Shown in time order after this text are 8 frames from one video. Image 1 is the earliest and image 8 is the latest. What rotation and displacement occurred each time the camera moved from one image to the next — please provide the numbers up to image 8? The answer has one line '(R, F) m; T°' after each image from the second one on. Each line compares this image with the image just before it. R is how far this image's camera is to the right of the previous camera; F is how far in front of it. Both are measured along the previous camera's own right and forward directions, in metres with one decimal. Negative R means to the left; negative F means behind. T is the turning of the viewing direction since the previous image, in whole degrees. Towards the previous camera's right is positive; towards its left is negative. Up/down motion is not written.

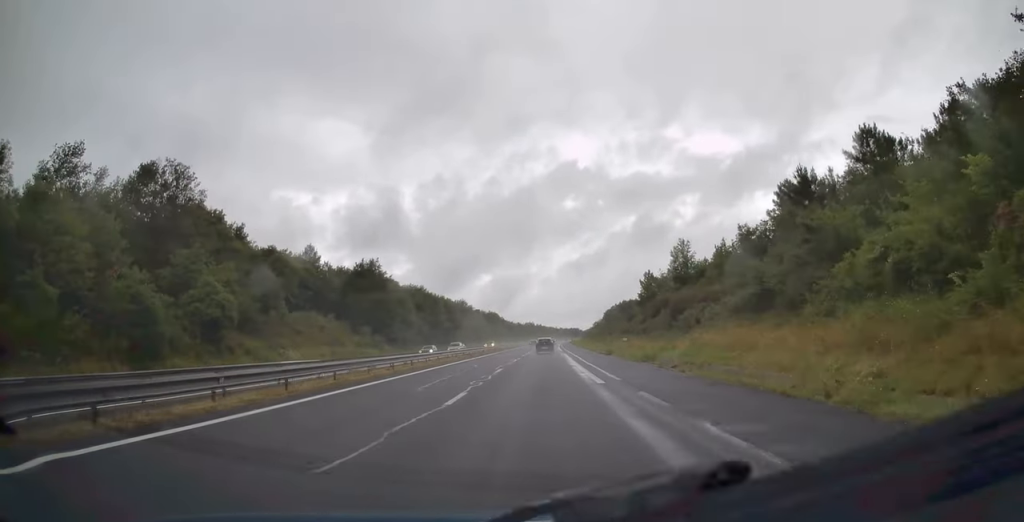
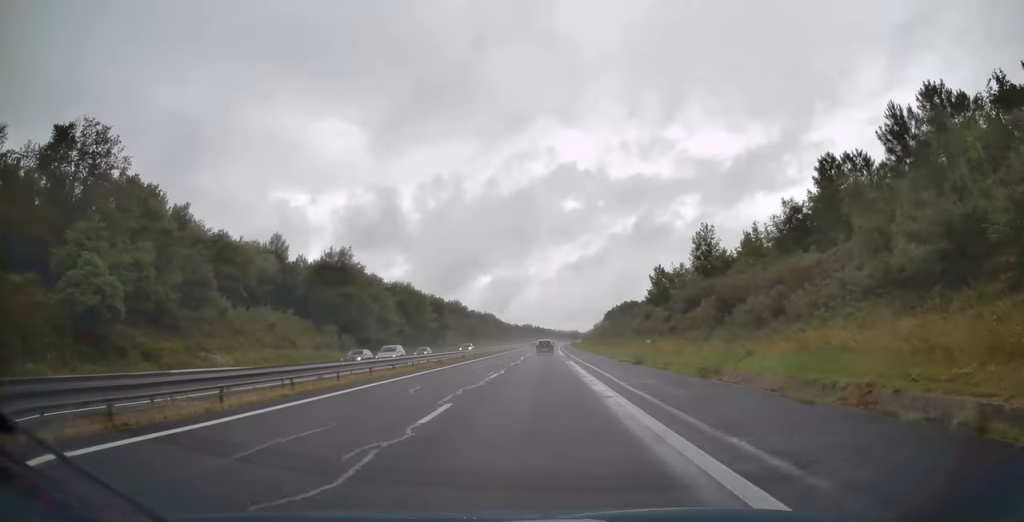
(+0.2, +15.5) m; 0°
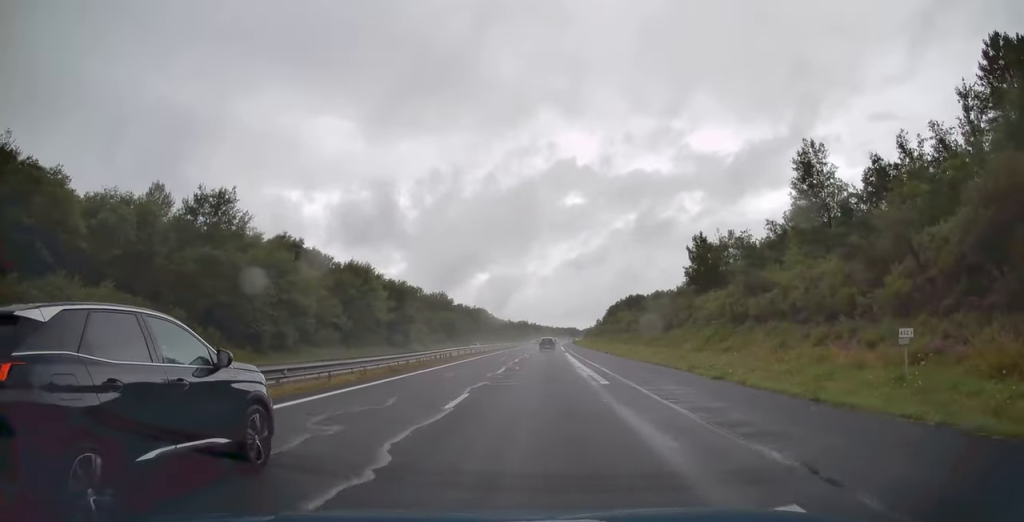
(+0.3, +36.9) m; +1°
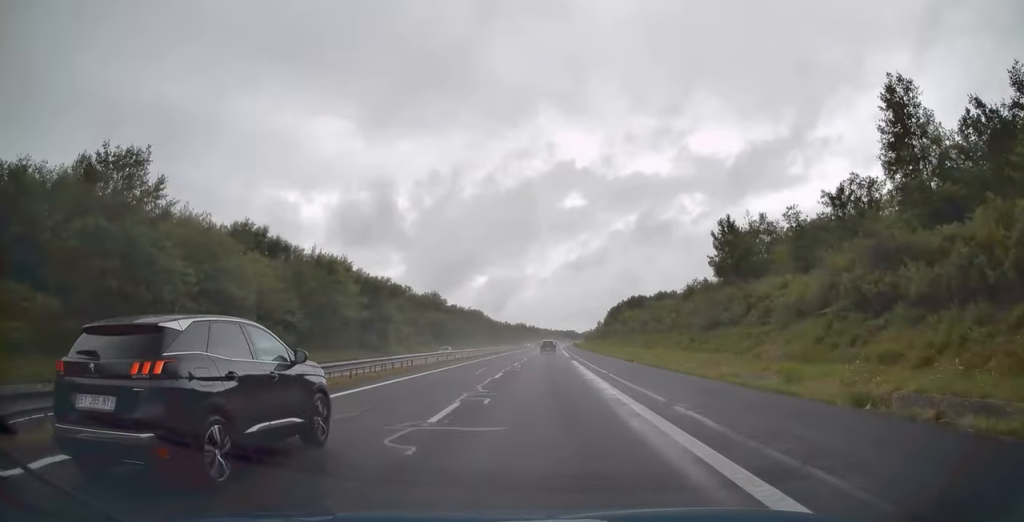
(0.0, +15.0) m; 0°
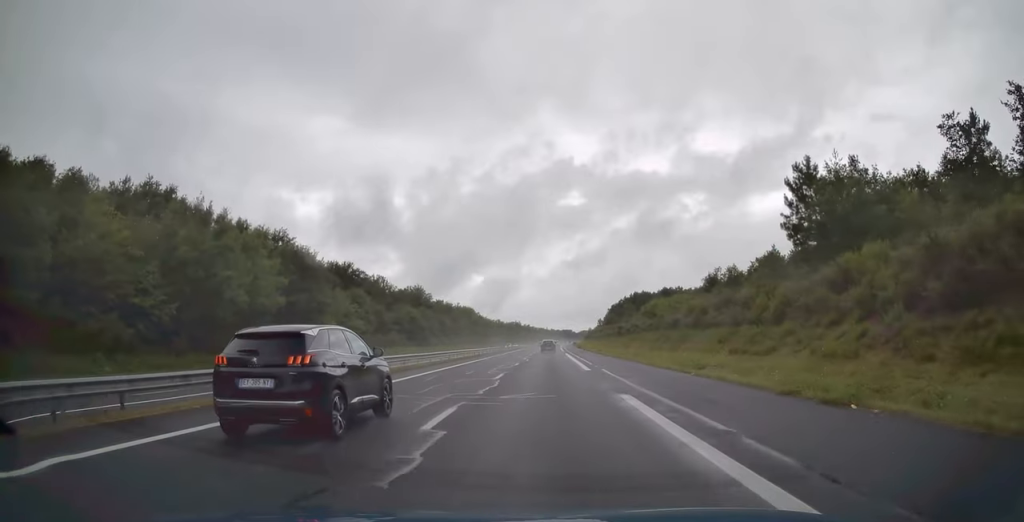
(+0.3, +26.9) m; 0°
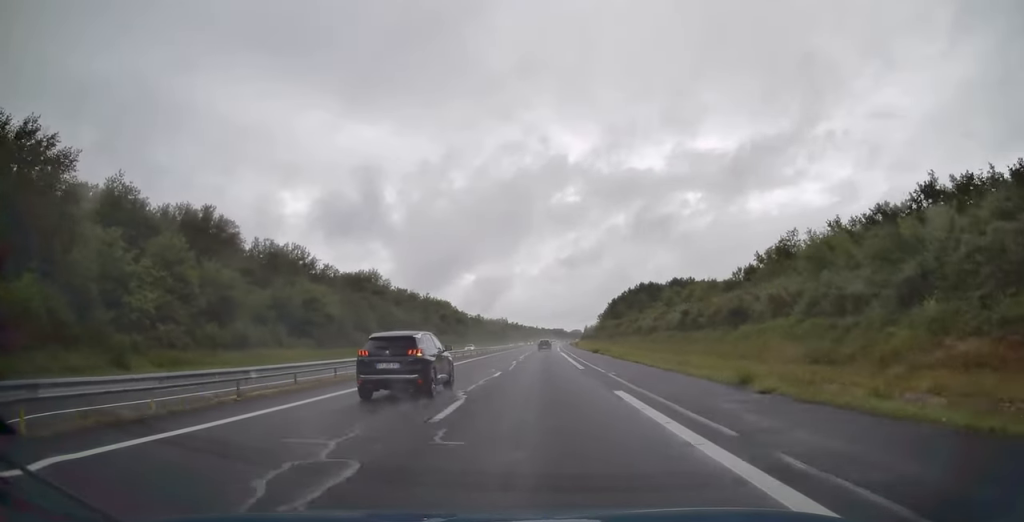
(-0.2, +50.9) m; 0°
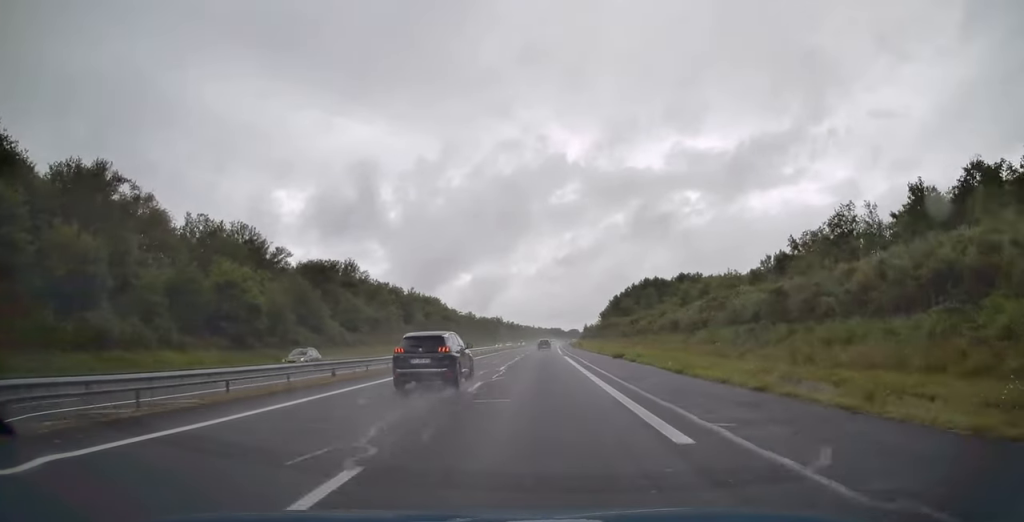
(0.0, +20.3) m; 0°
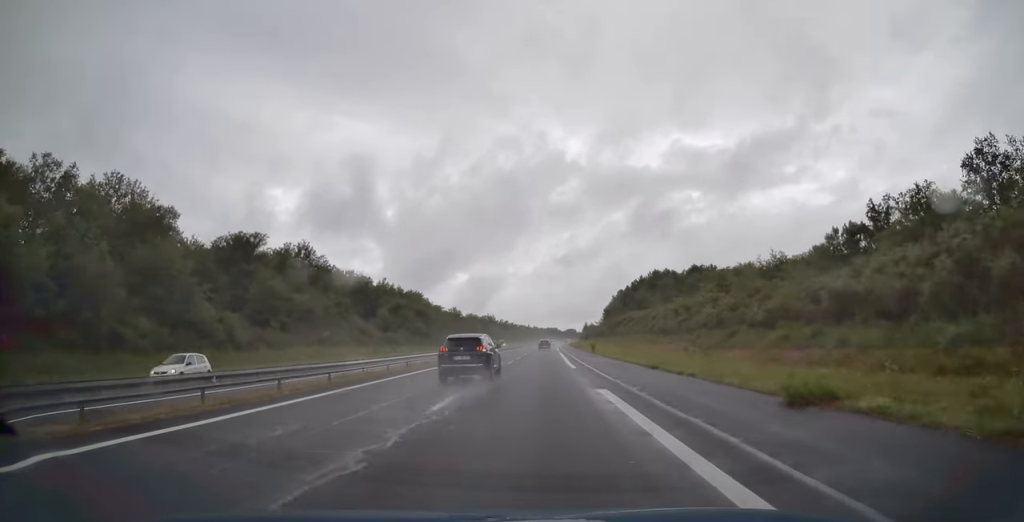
(+0.3, +30.5) m; 0°
